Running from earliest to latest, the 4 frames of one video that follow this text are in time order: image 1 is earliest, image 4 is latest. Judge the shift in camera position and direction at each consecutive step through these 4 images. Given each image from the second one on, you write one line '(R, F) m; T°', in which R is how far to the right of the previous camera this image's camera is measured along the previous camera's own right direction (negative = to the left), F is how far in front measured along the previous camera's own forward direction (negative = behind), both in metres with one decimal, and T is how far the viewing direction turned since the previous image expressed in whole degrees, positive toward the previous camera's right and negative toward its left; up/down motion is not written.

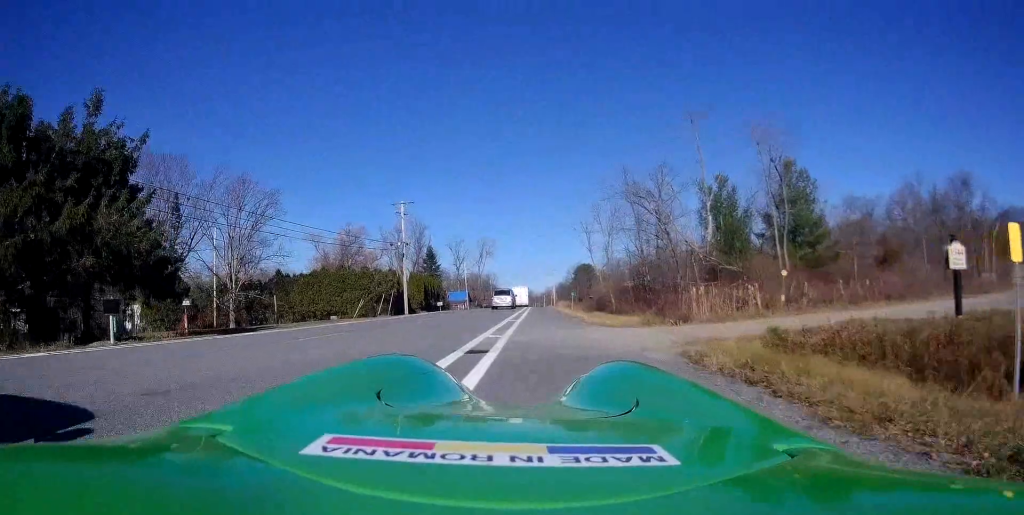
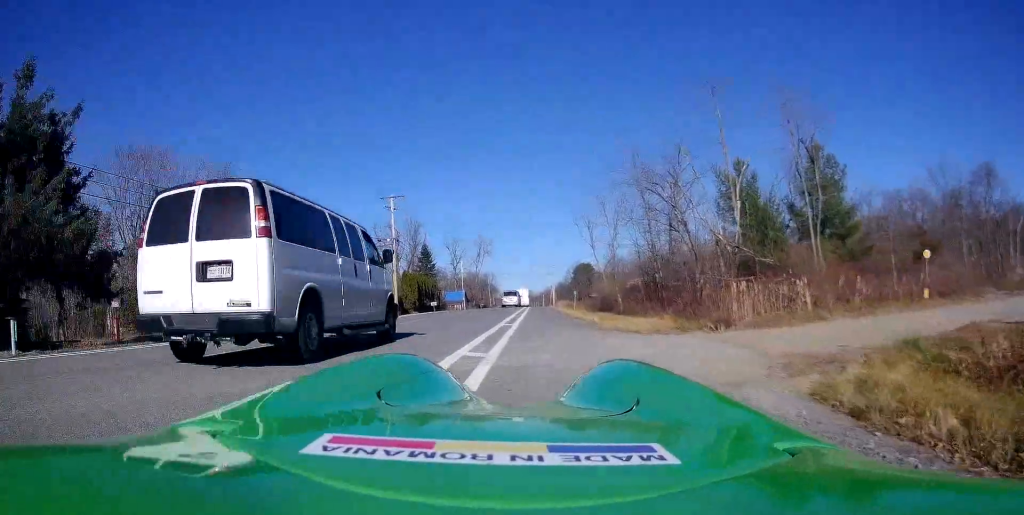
(-0.2, +4.2) m; 0°
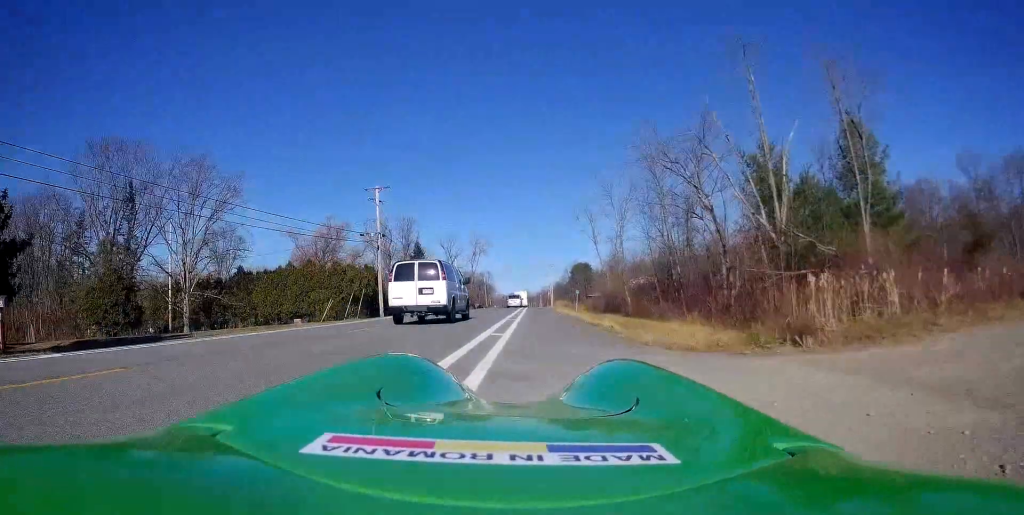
(+0.3, +4.8) m; +2°
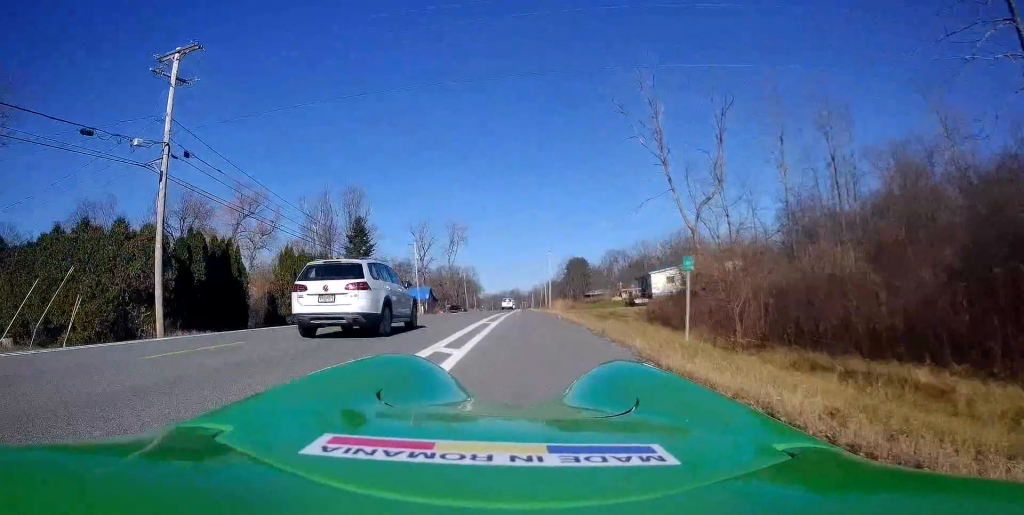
(+0.7, +32.2) m; +4°
